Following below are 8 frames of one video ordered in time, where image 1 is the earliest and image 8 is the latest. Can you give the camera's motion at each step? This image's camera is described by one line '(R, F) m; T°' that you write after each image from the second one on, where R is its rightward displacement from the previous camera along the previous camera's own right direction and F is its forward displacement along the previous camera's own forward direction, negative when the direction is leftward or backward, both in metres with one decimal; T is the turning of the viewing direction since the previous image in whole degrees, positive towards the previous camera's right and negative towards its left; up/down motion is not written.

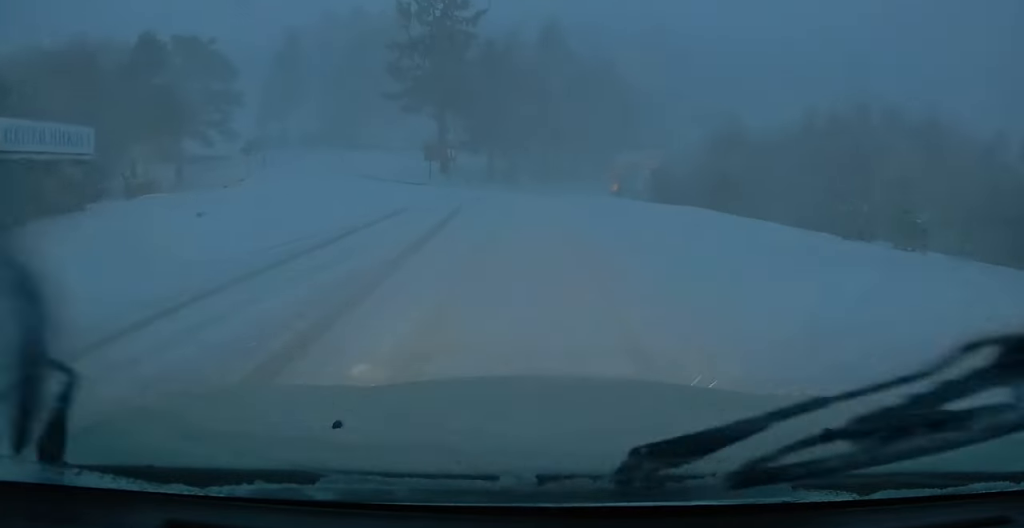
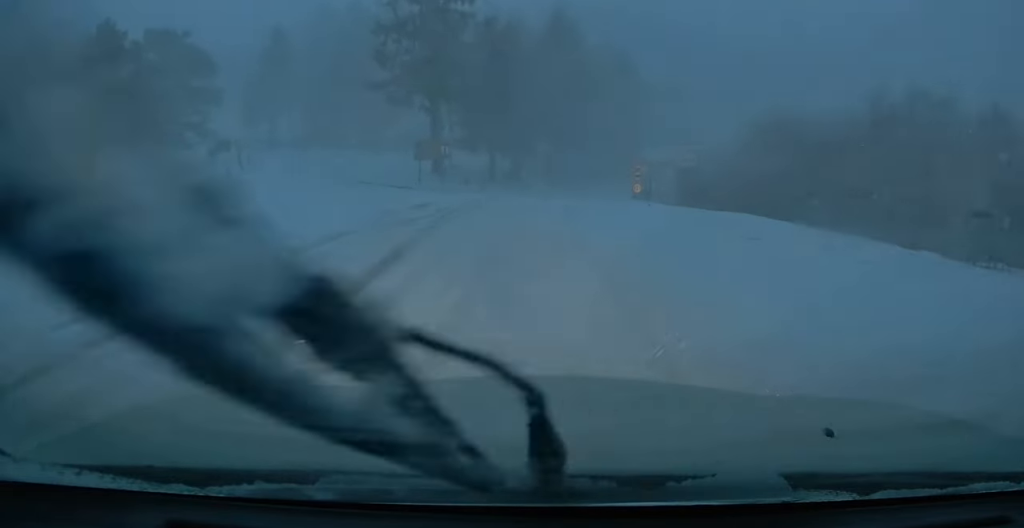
(+0.1, +7.2) m; -1°
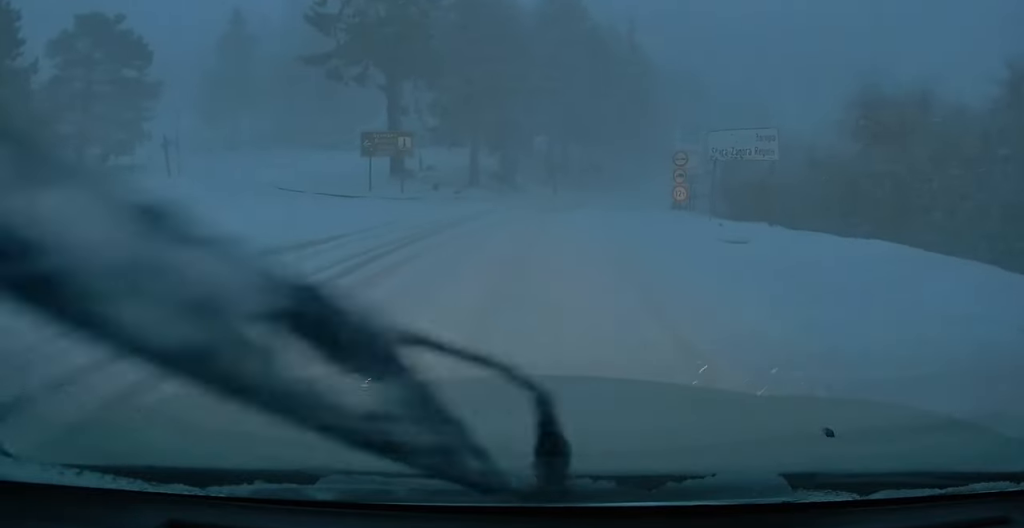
(-0.4, +12.4) m; 0°
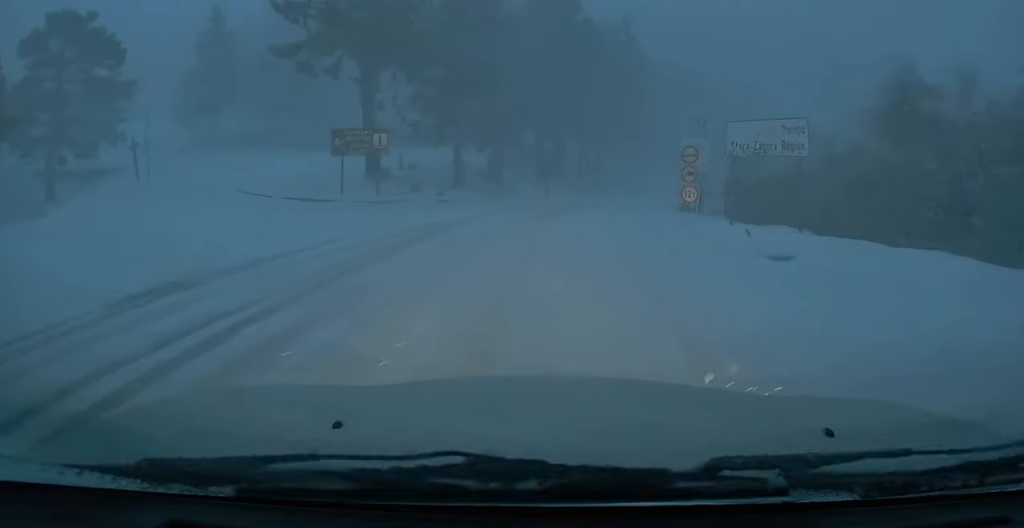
(+0.1, +3.3) m; 0°
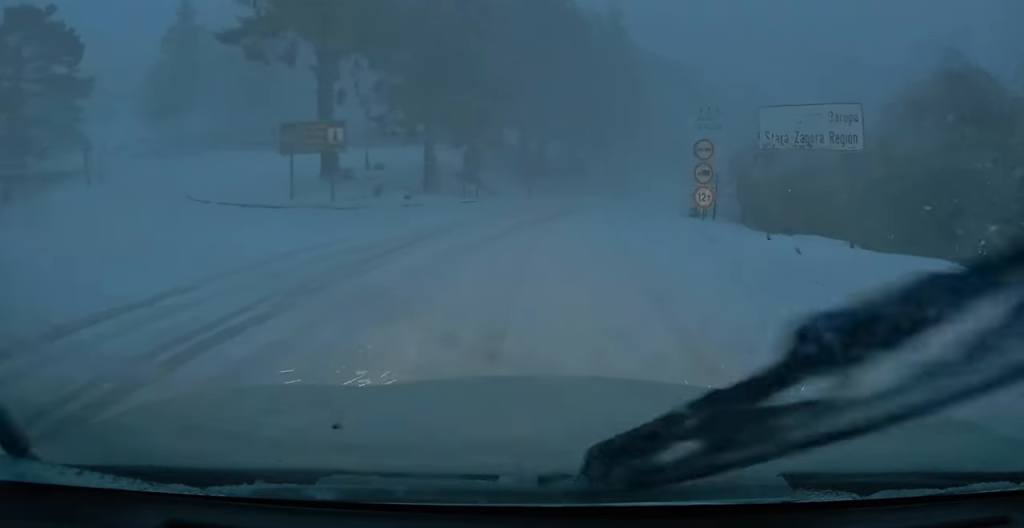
(+0.1, +4.2) m; +1°
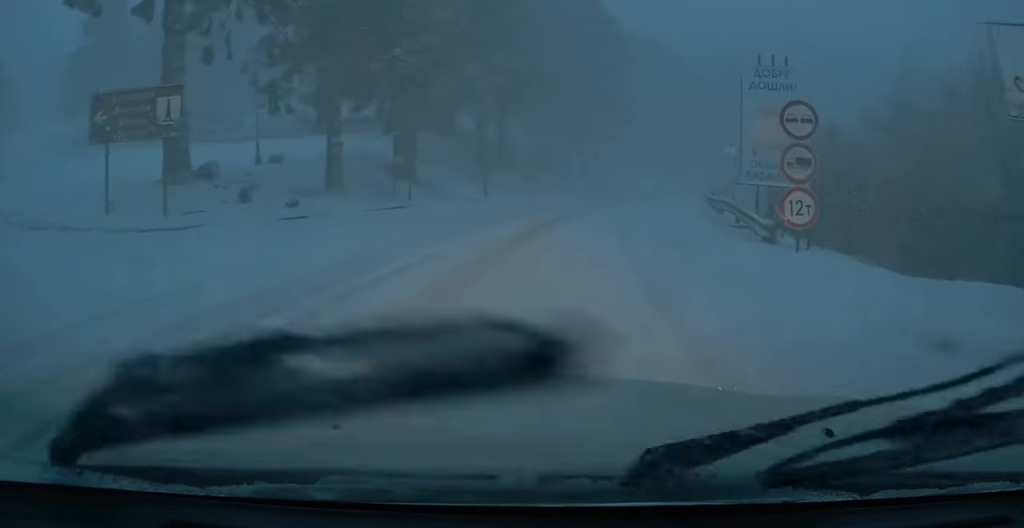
(0.0, +9.6) m; +3°
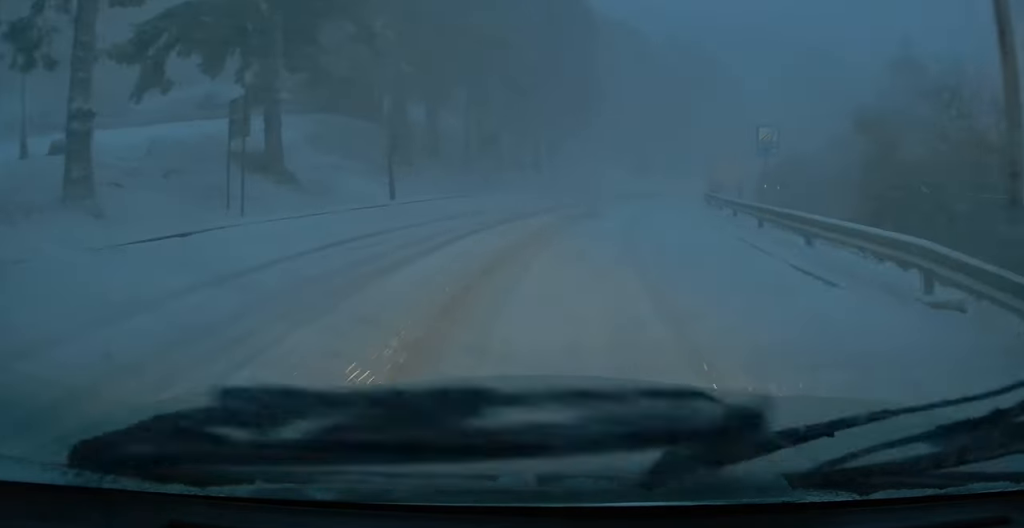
(+0.6, +10.3) m; +7°
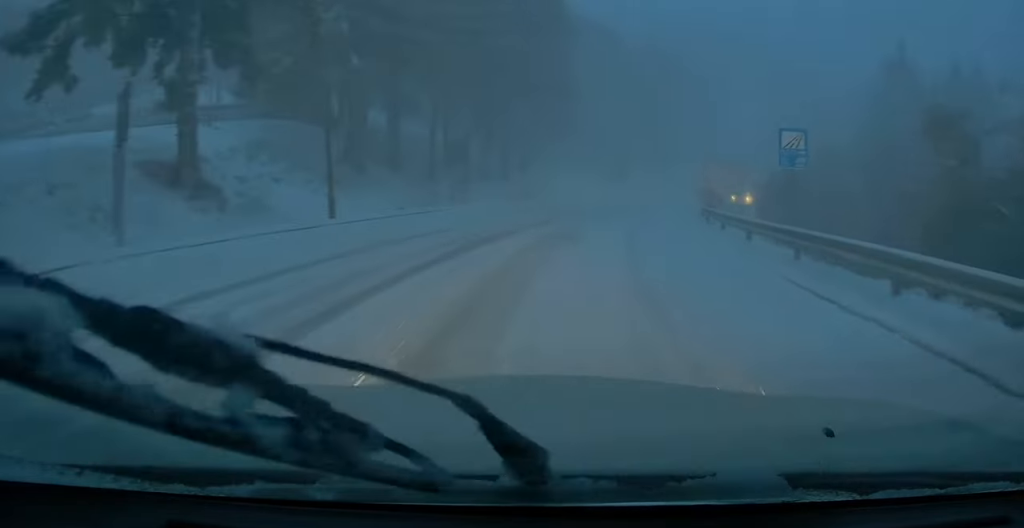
(-0.1, +3.6) m; +3°
